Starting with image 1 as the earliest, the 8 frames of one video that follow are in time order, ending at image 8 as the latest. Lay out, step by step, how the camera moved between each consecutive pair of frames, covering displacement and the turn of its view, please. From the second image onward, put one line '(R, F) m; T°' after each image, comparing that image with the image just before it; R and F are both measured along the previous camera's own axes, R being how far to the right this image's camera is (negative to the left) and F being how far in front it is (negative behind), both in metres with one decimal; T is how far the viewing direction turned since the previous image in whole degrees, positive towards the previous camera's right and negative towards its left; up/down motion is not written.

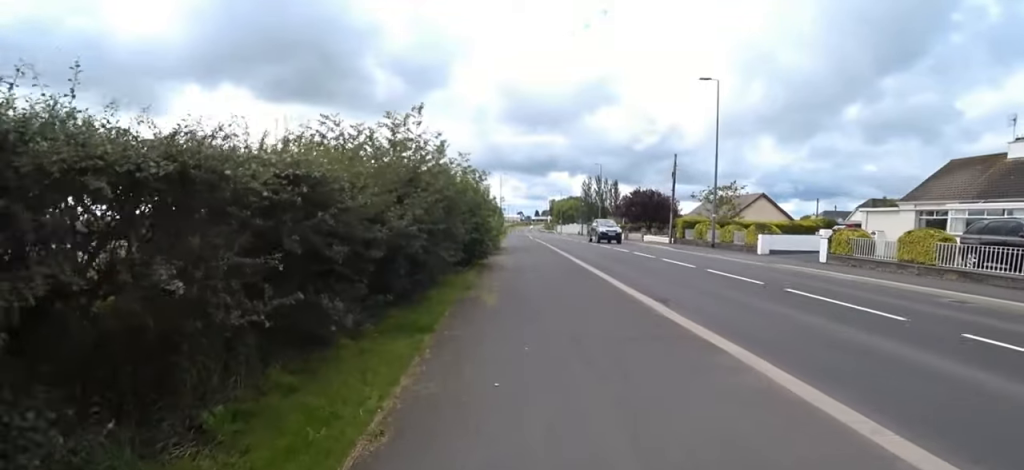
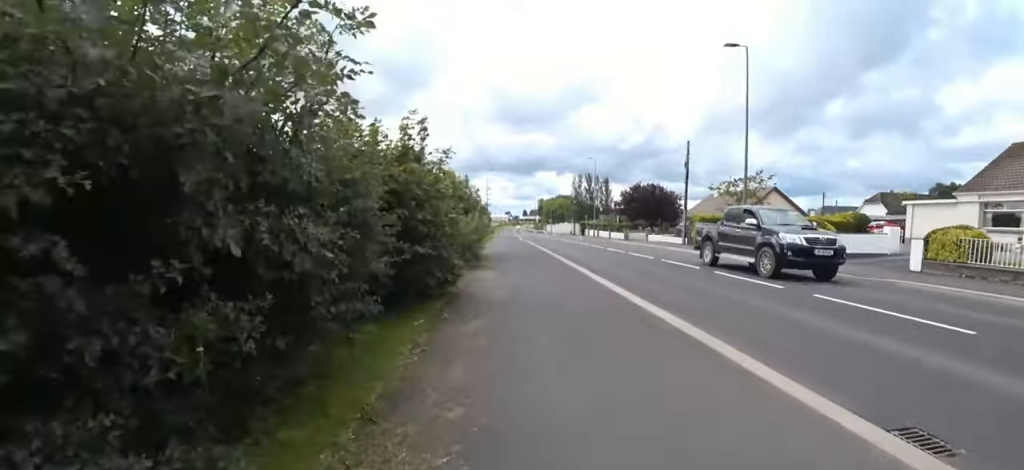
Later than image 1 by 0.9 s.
(-0.8, +5.2) m; -1°
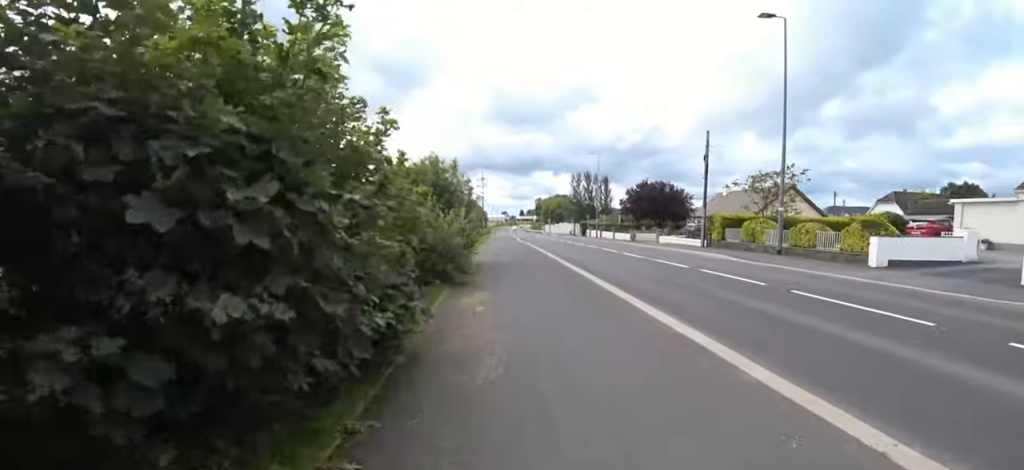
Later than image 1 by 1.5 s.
(+0.2, +3.6) m; +3°
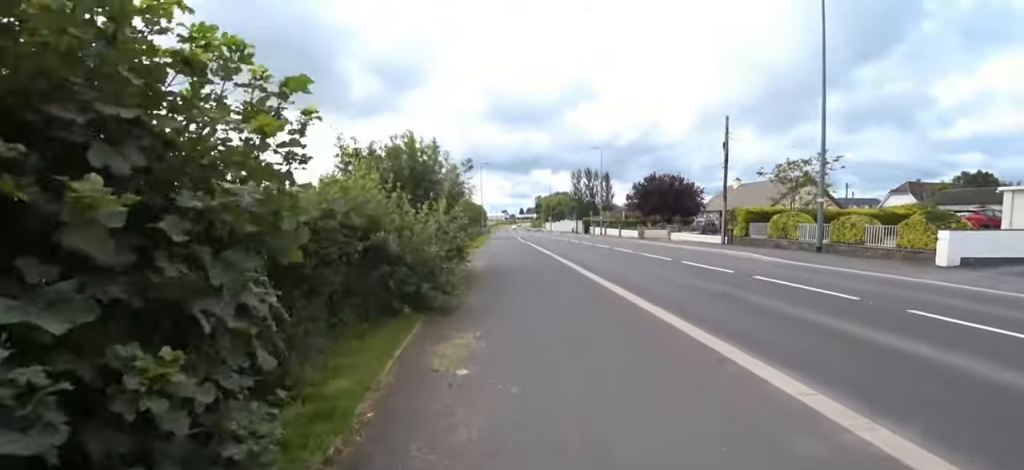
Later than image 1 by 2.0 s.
(+0.2, +2.8) m; +3°
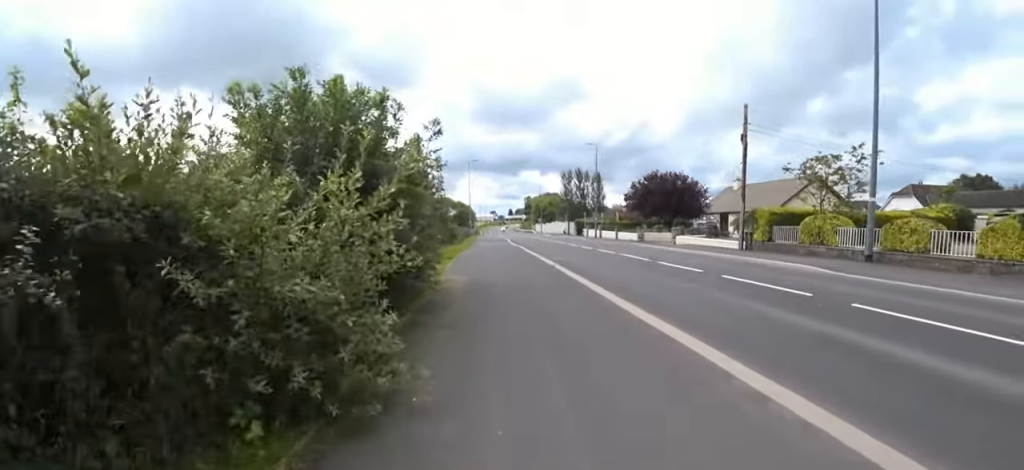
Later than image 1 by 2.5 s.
(0.0, +3.5) m; +1°
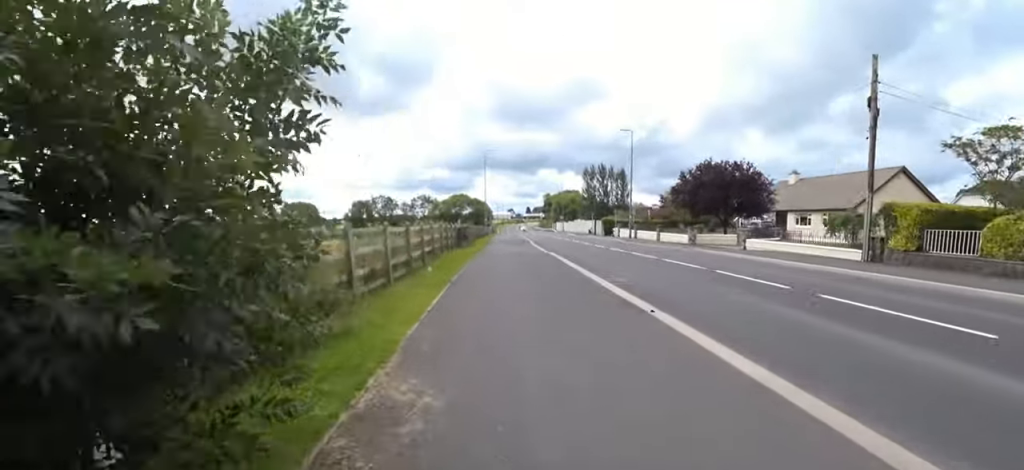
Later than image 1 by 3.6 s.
(0.0, +7.1) m; -5°
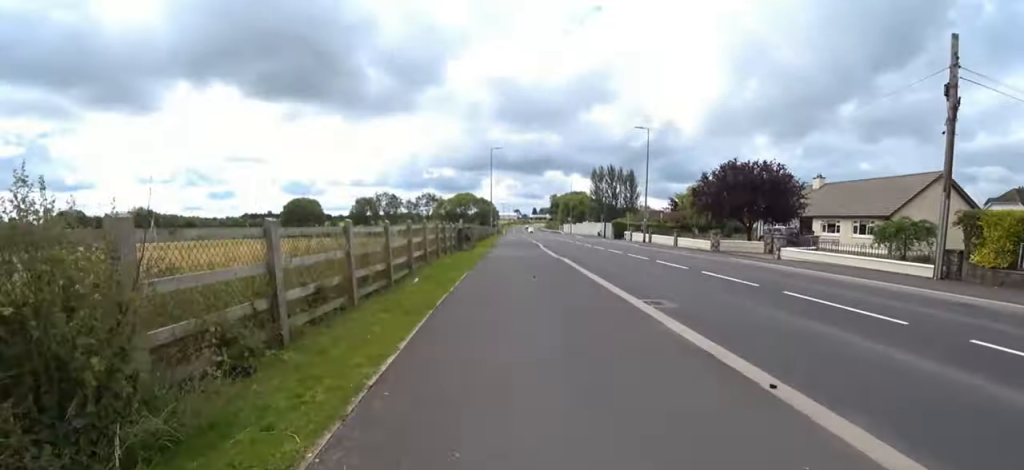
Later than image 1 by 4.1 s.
(+0.2, +2.7) m; -3°
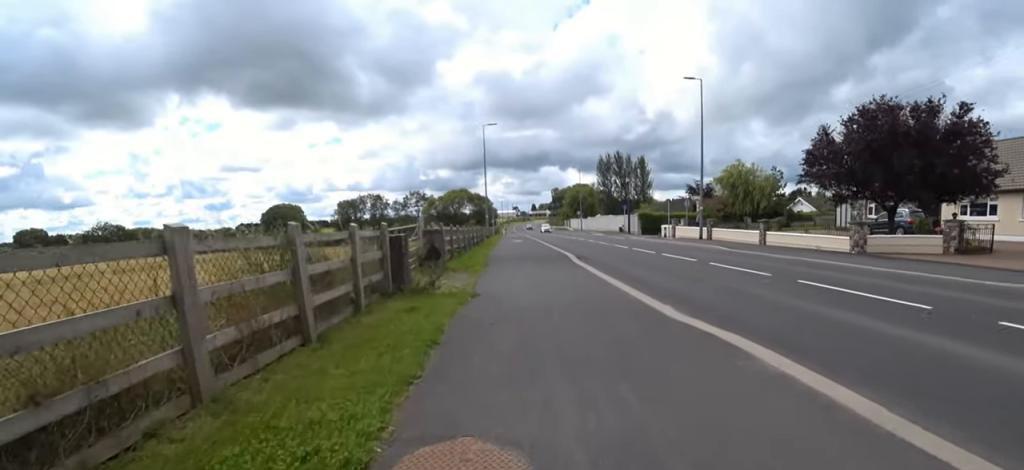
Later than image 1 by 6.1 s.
(0.0, +12.2) m; +8°
